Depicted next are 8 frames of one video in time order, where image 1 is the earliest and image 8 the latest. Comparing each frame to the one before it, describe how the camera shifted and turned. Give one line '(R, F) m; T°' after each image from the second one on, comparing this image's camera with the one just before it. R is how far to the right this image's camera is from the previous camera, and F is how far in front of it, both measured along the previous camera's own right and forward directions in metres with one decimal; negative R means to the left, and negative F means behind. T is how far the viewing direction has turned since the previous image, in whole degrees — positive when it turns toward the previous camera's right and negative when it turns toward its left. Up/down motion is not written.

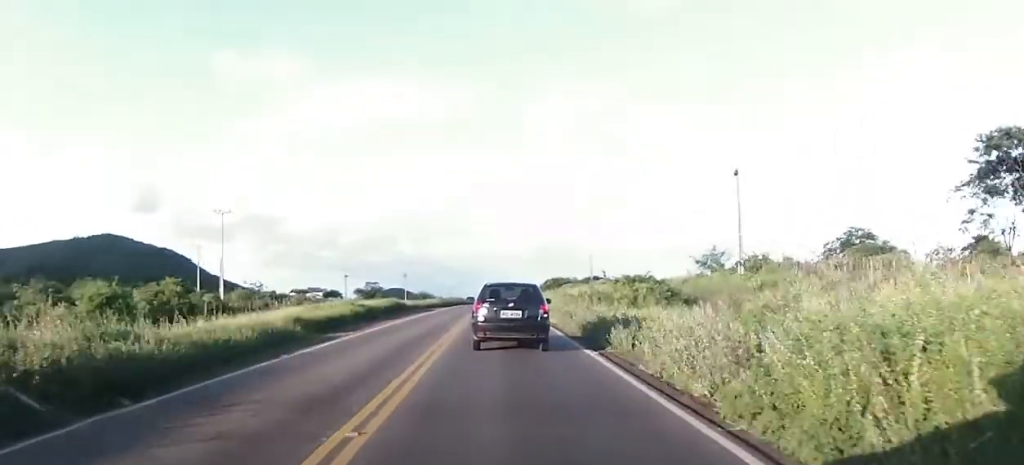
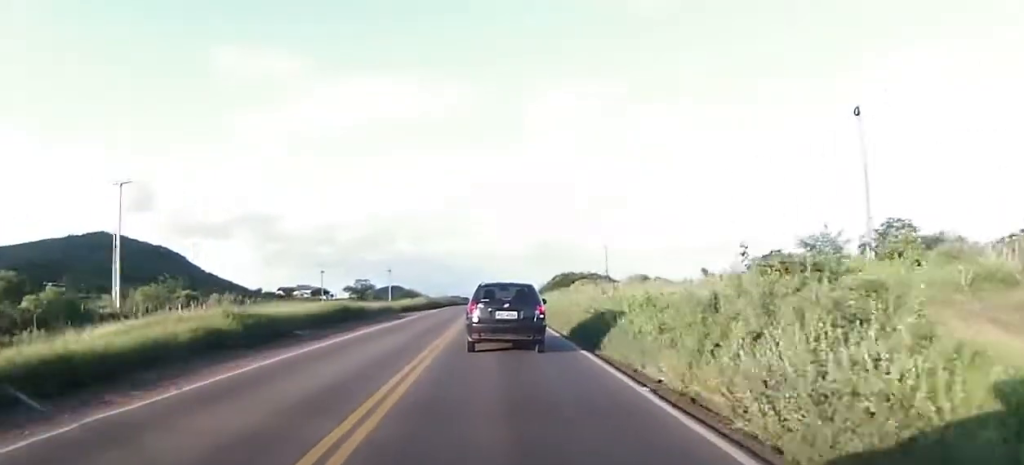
(+0.1, +19.3) m; +1°
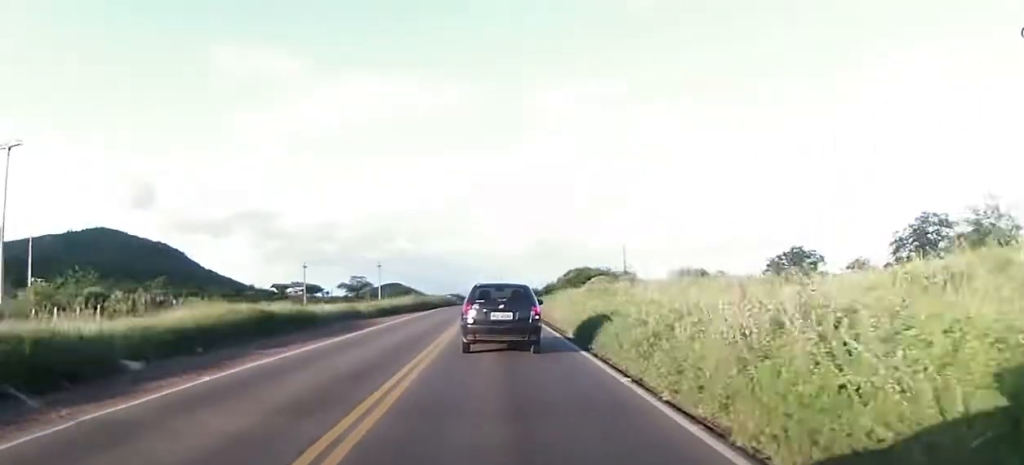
(+0.2, +13.5) m; 0°
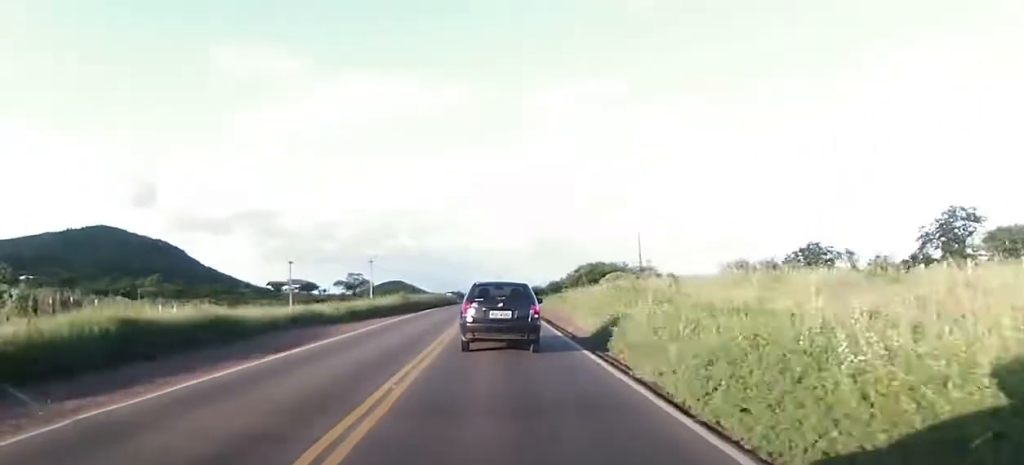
(-0.1, +9.2) m; -1°
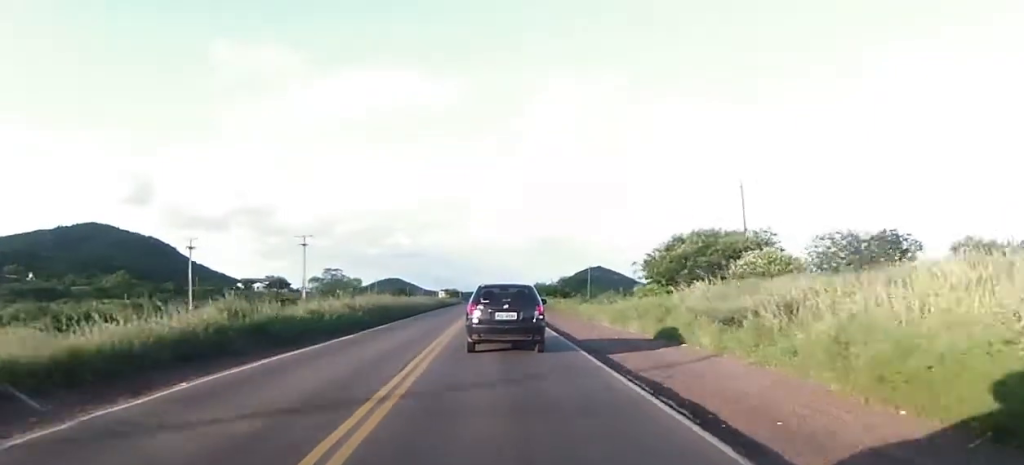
(-0.5, +37.0) m; -1°
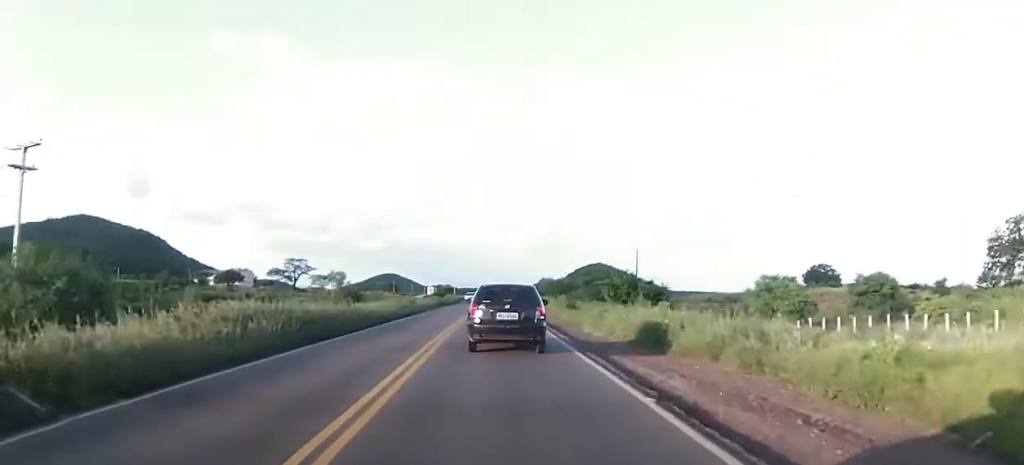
(+0.1, +45.0) m; +1°
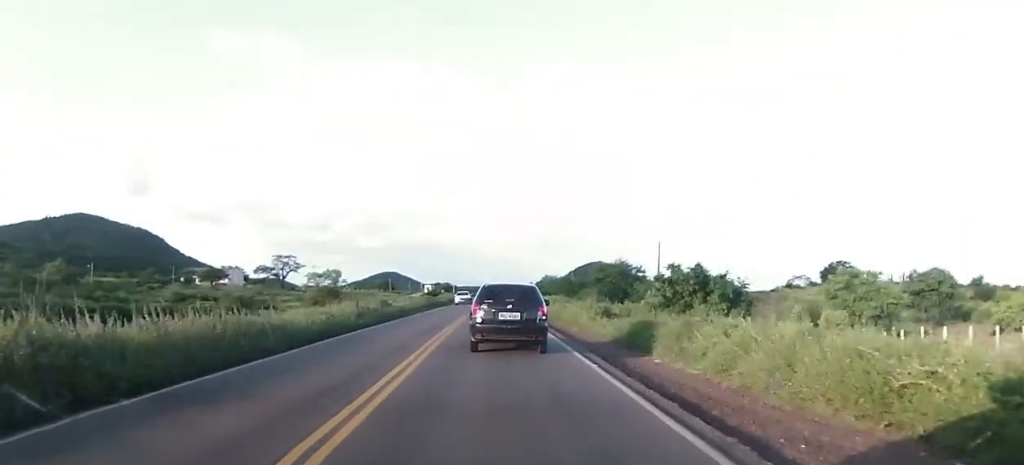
(+0.2, +11.7) m; 0°
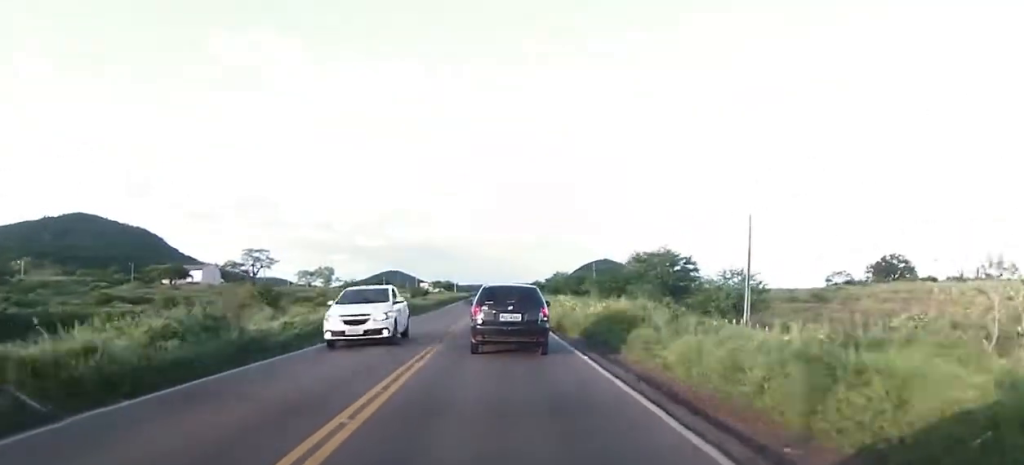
(-0.1, +26.9) m; 0°
